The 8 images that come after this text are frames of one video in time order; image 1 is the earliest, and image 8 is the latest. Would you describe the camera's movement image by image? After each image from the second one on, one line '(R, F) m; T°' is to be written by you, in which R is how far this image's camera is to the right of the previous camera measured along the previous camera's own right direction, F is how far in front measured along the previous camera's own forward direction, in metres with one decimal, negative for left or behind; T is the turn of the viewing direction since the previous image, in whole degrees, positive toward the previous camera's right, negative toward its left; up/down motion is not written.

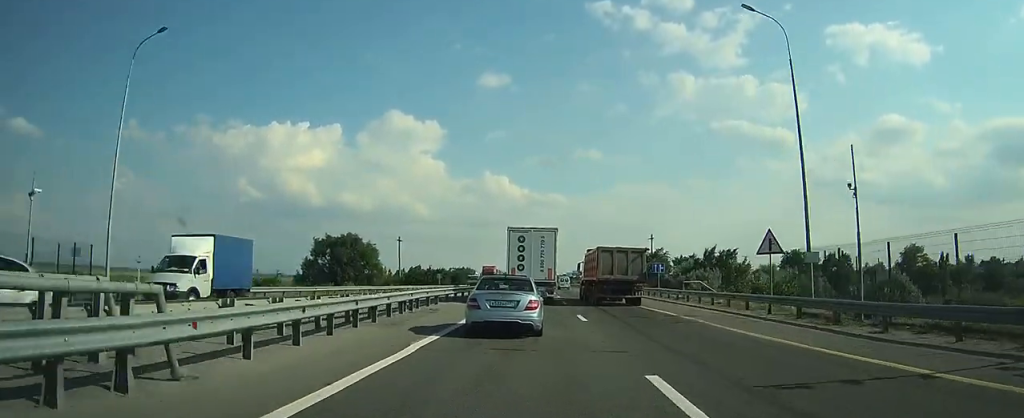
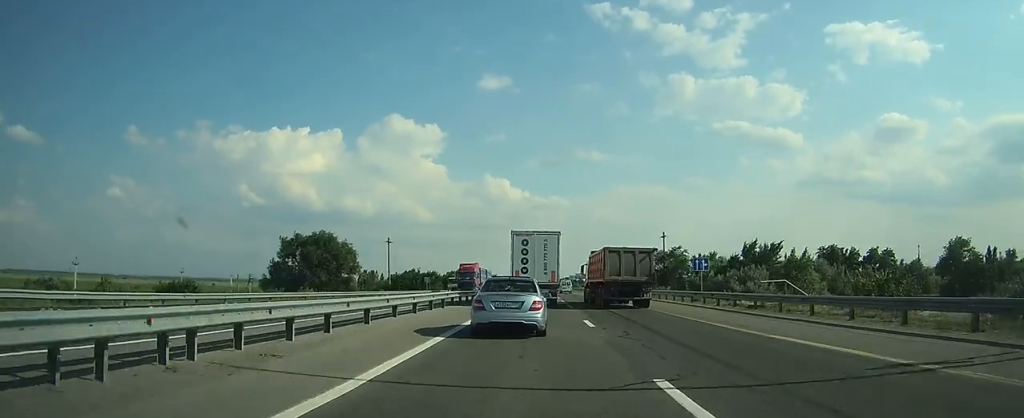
(-0.1, +14.9) m; 0°
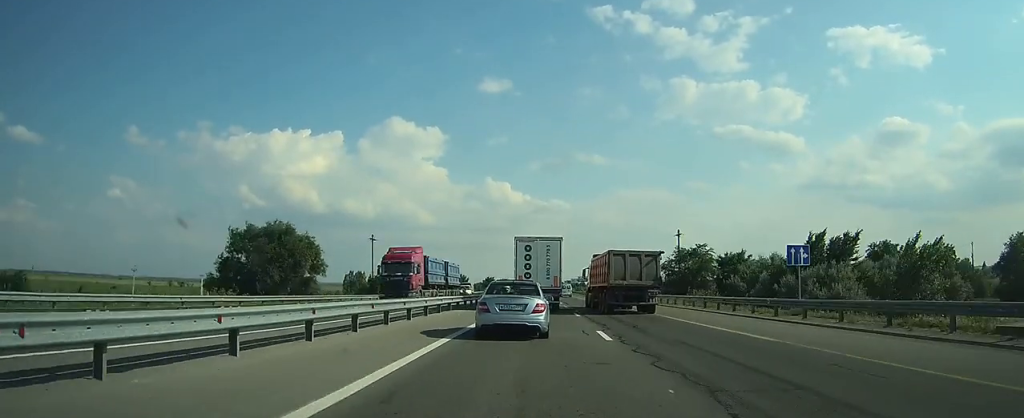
(0.0, +16.7) m; 0°
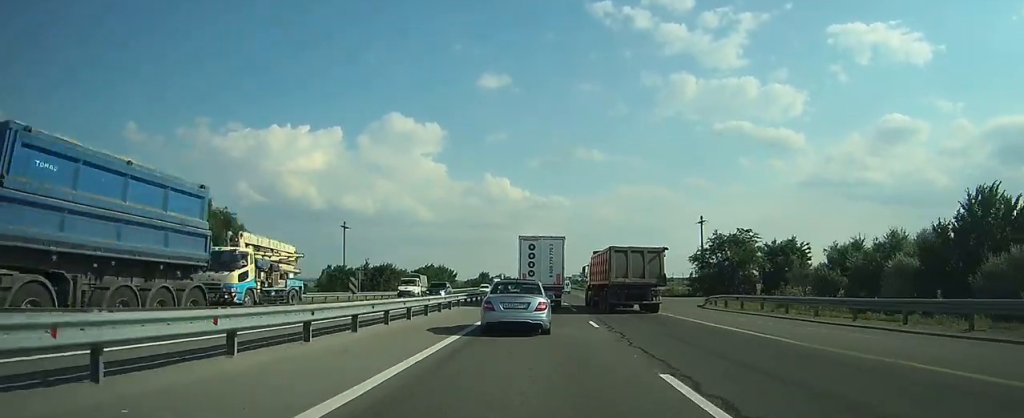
(0.0, +21.0) m; 0°
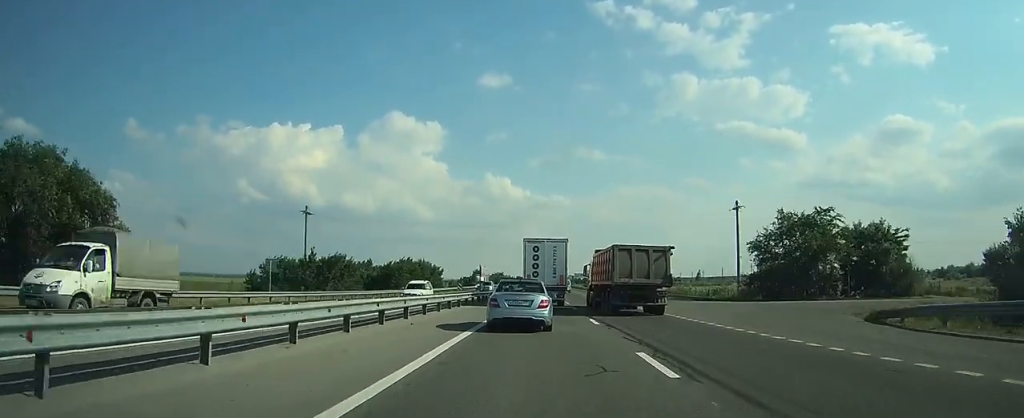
(0.0, +21.5) m; 0°
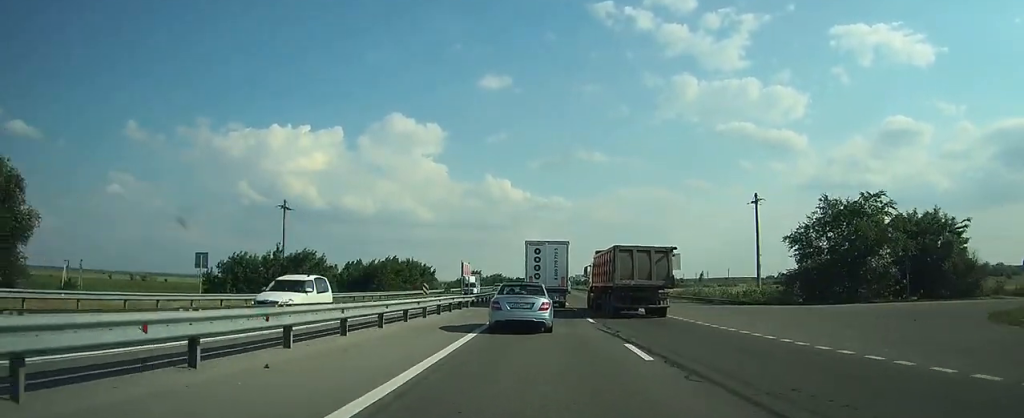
(0.0, +9.2) m; 0°
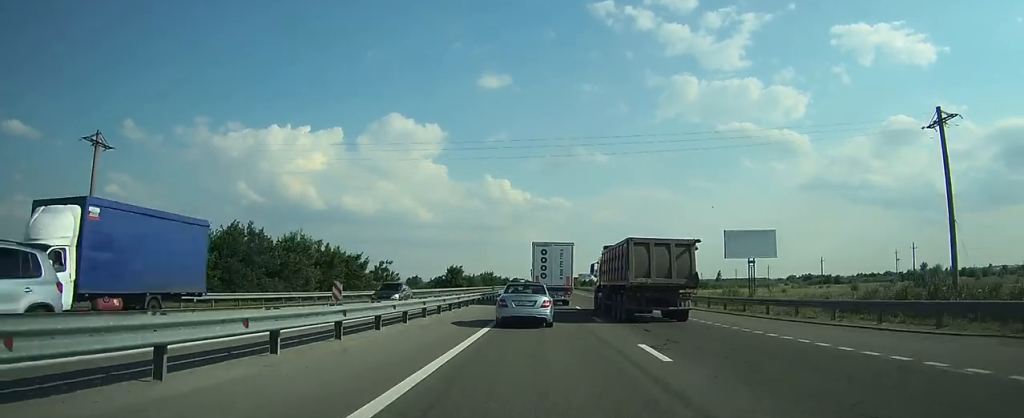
(-0.1, +44.9) m; 0°
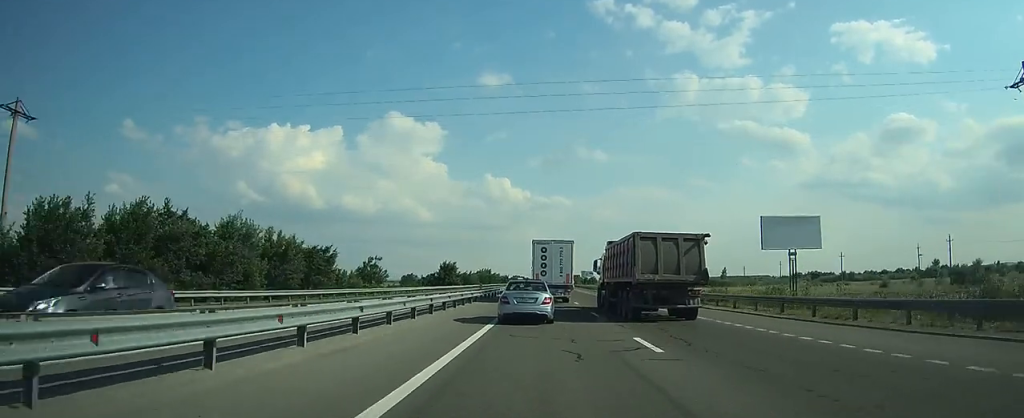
(0.0, +10.7) m; 0°
